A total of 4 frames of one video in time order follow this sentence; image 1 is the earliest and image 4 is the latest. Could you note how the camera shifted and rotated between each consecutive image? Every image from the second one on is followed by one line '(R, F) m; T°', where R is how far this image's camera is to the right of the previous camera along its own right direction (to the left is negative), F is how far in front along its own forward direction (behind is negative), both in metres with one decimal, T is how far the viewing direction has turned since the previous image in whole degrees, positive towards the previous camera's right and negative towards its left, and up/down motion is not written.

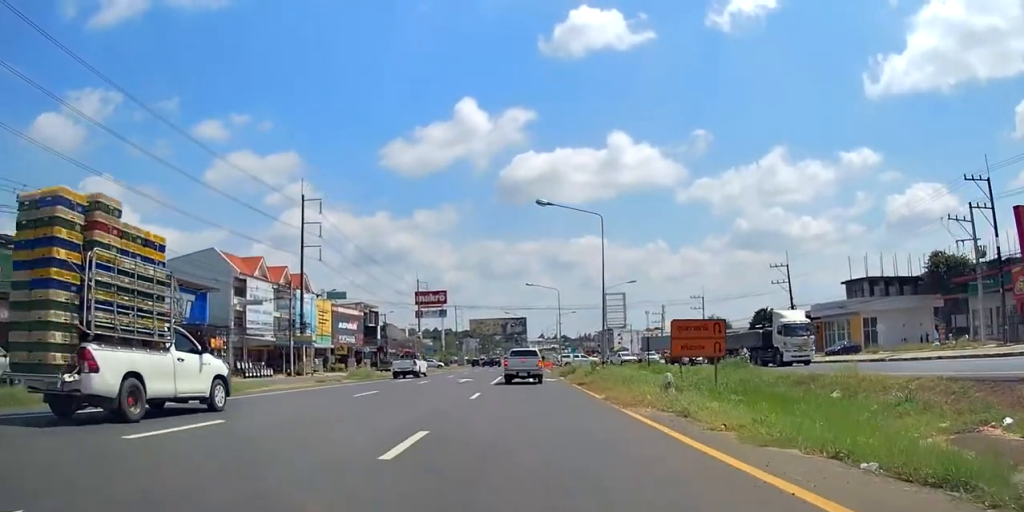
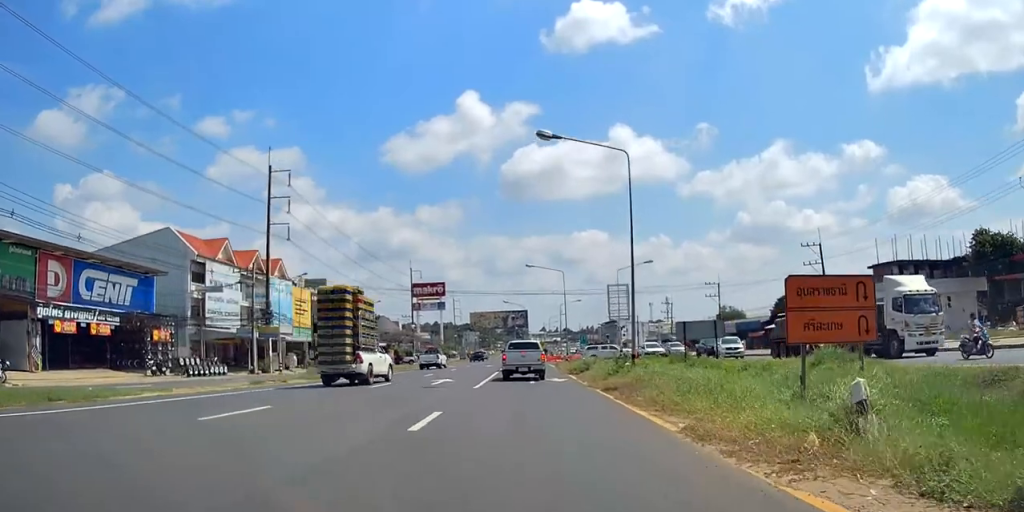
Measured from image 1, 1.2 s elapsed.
(0.0, +12.2) m; +1°
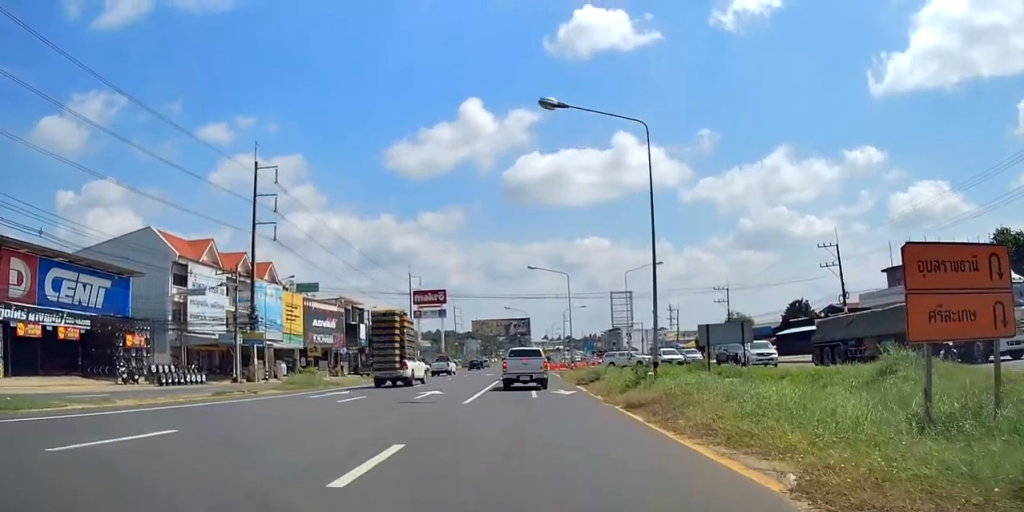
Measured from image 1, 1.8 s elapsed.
(0.0, +4.9) m; +1°
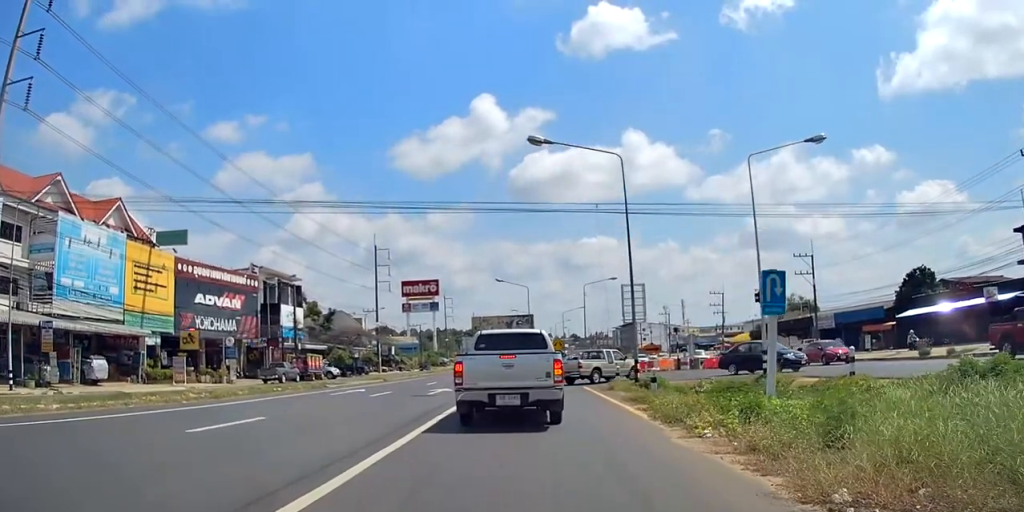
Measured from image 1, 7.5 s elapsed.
(-0.2, +40.2) m; 0°
